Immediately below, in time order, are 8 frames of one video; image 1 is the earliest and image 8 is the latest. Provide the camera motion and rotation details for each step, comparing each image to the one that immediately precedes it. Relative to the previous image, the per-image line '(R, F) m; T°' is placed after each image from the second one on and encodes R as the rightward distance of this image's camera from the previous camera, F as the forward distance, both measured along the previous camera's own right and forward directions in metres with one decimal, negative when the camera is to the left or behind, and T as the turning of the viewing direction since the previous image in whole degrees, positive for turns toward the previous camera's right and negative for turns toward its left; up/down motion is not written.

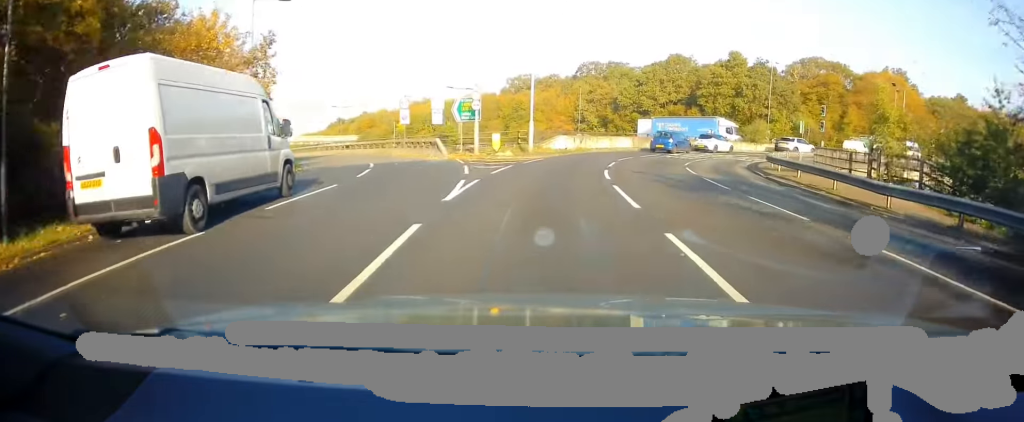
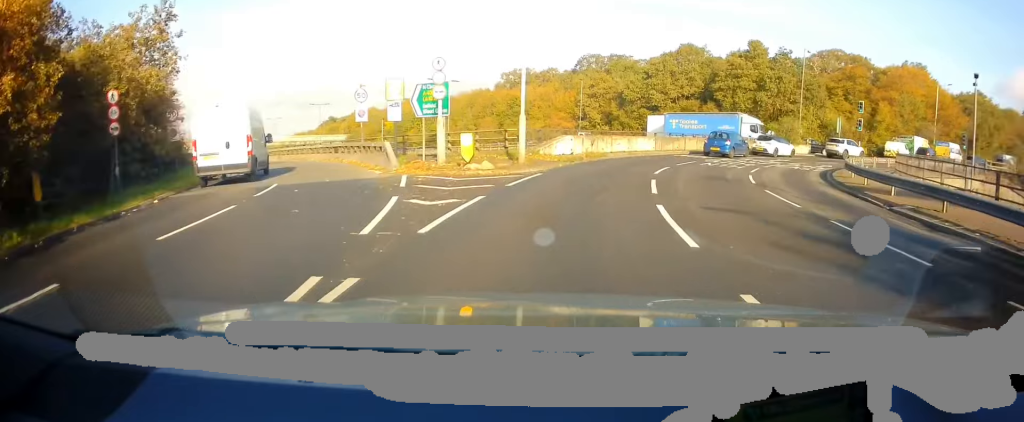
(+0.1, +9.4) m; +2°
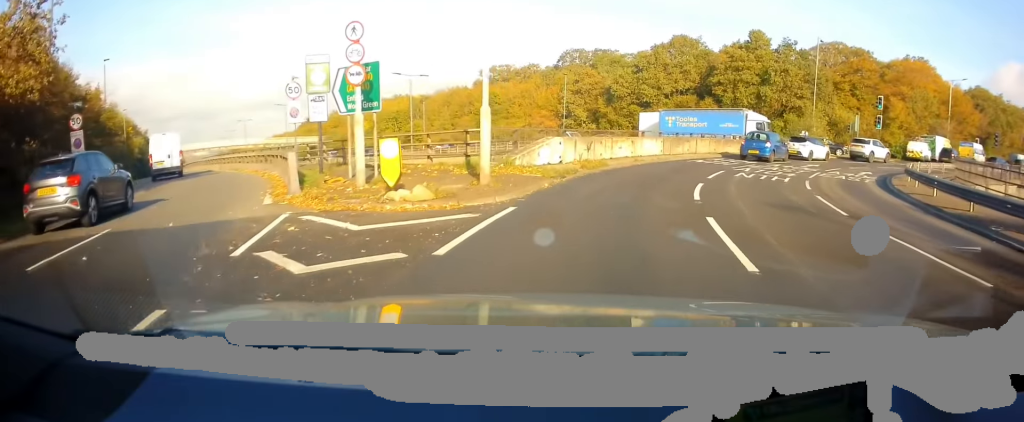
(+0.1, +7.0) m; +1°
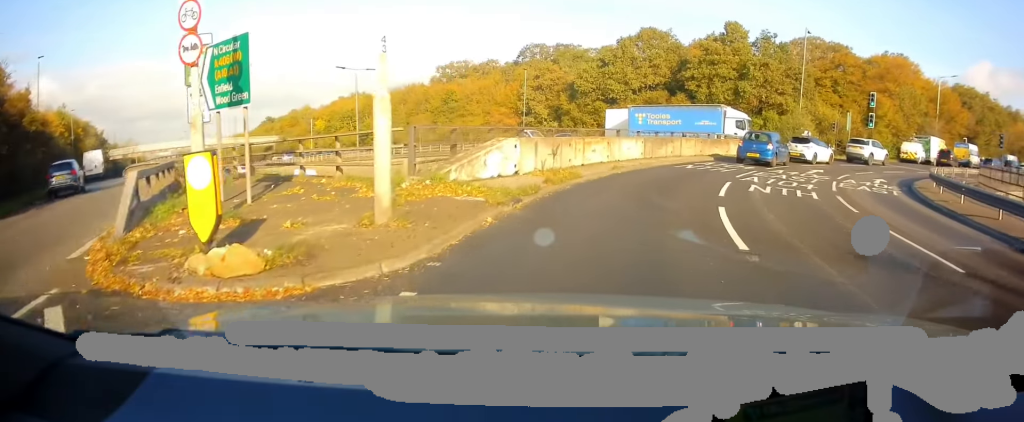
(+0.1, +5.2) m; +5°
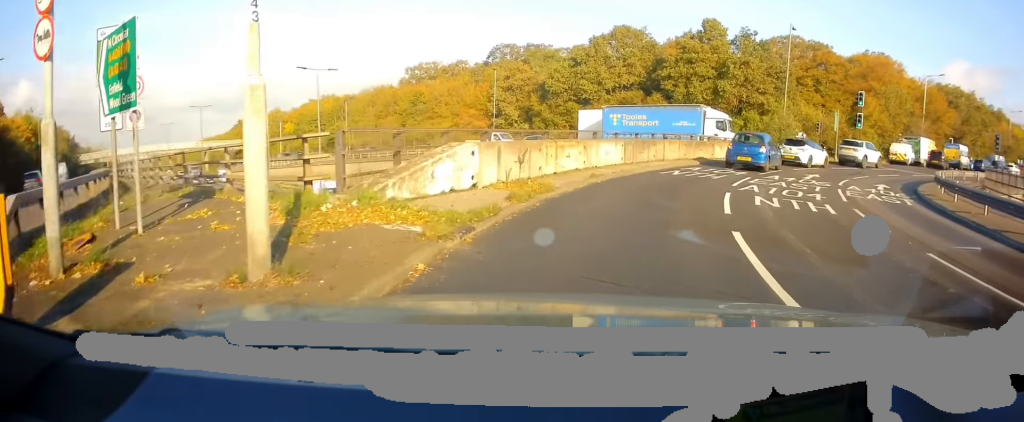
(+0.1, +2.7) m; +4°
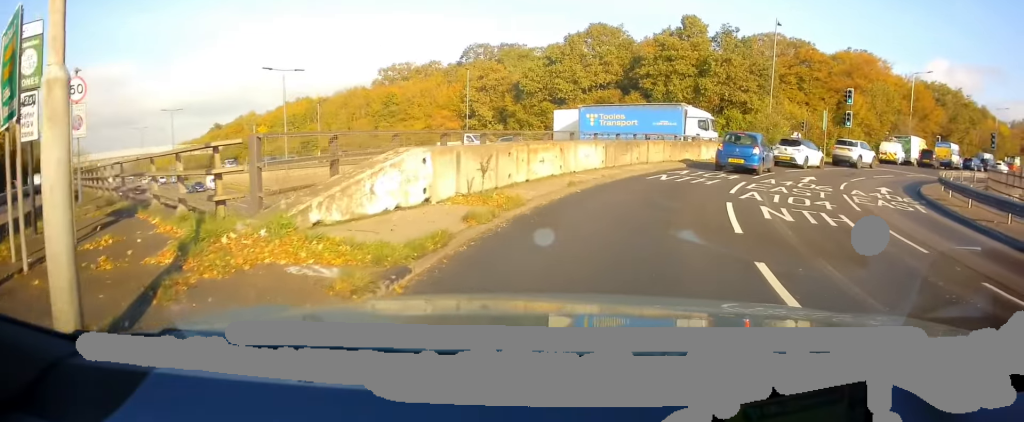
(0.0, +2.1) m; +2°
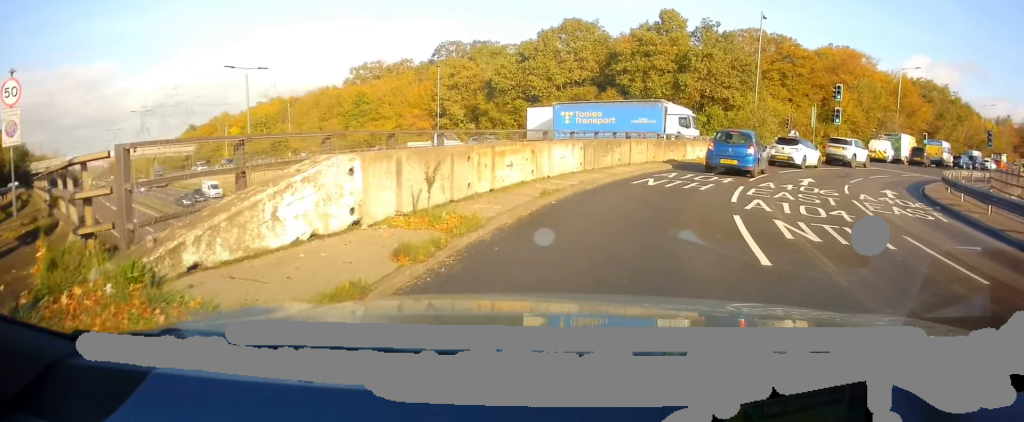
(+0.2, +2.2) m; -2°
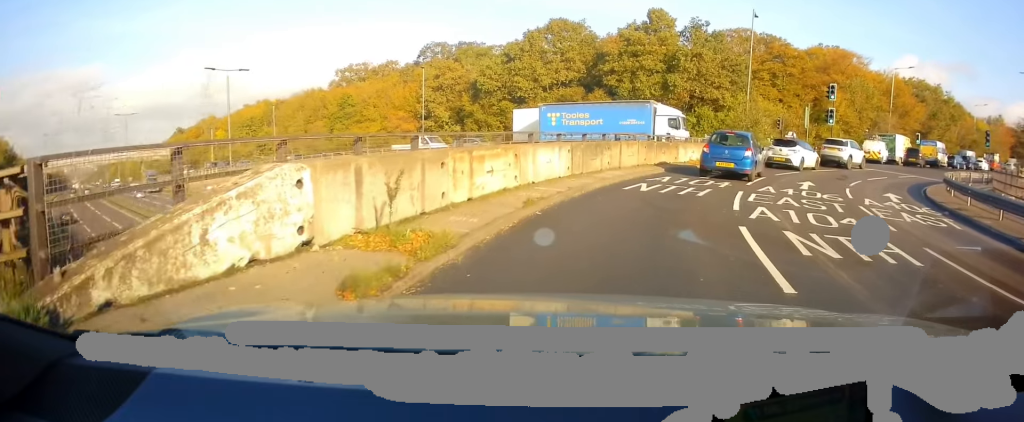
(-0.2, +1.1) m; 0°
